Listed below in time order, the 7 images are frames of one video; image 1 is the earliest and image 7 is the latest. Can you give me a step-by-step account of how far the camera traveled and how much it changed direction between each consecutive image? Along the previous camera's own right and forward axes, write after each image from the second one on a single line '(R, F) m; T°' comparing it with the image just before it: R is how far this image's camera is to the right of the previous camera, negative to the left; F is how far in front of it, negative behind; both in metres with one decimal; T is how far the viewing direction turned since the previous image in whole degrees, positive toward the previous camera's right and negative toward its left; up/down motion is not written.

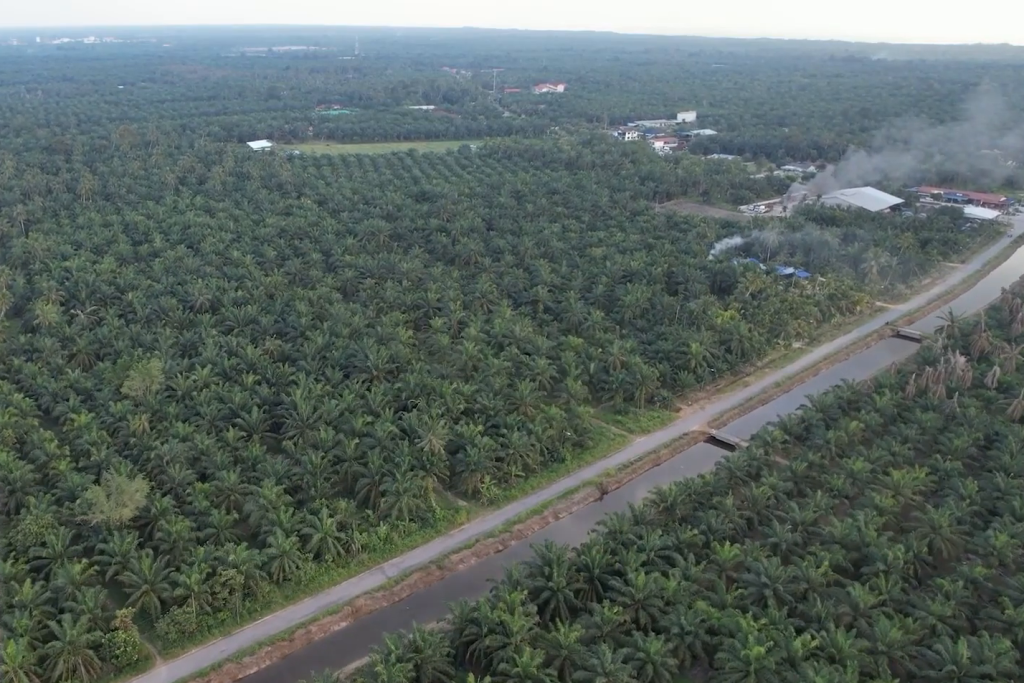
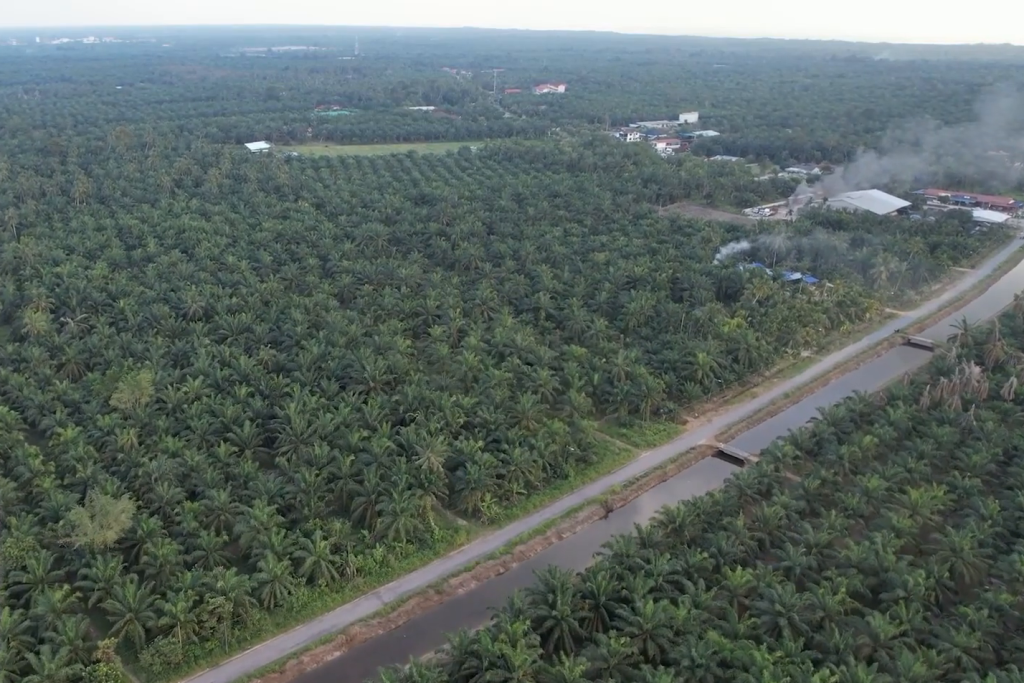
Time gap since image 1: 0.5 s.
(0.0, +7.5) m; 0°
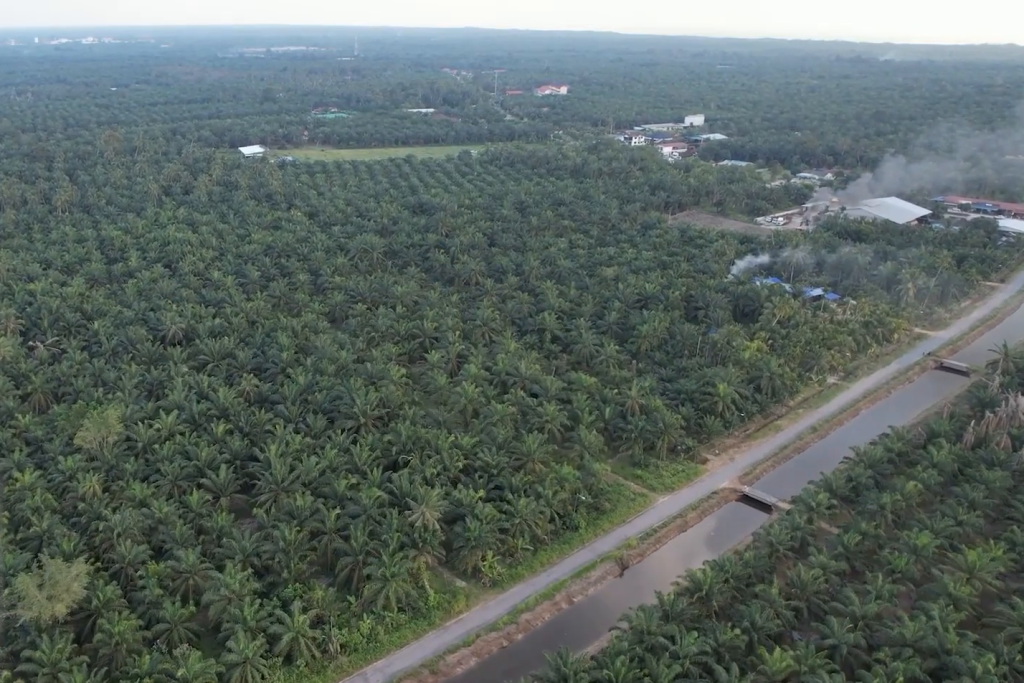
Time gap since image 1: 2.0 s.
(0.0, +20.2) m; 0°
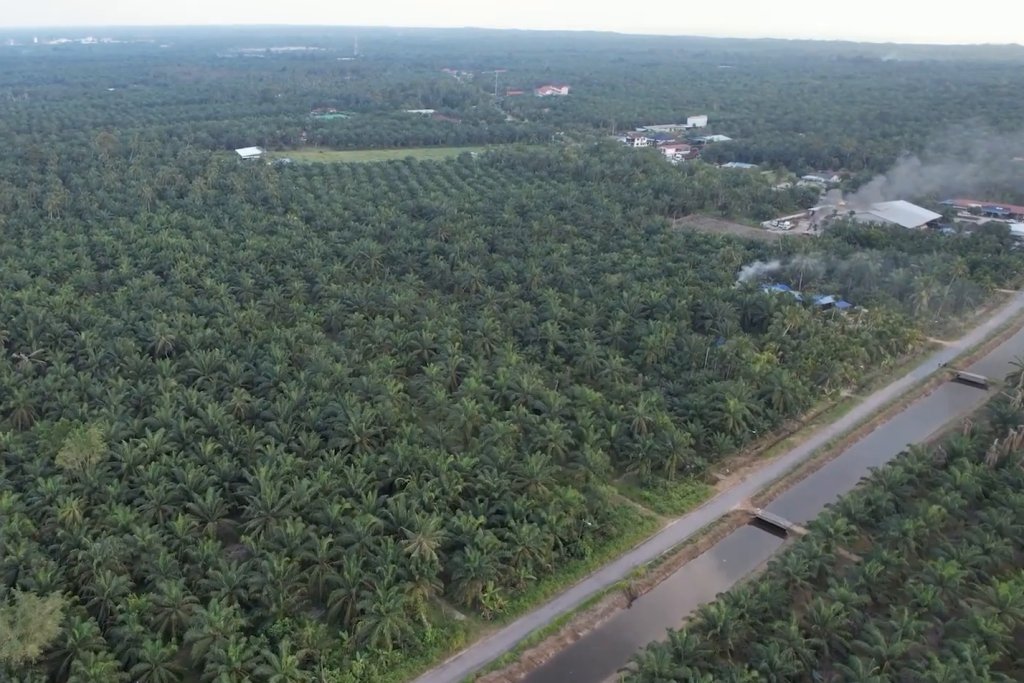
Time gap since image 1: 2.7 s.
(0.0, +9.3) m; 0°
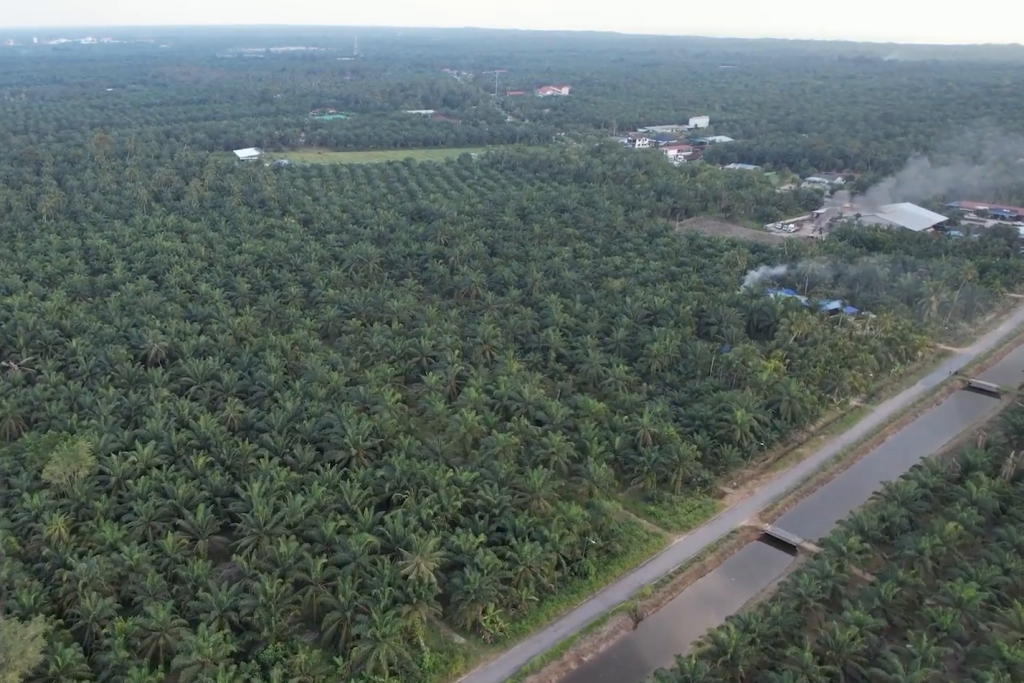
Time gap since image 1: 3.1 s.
(0.0, +5.8) m; 0°
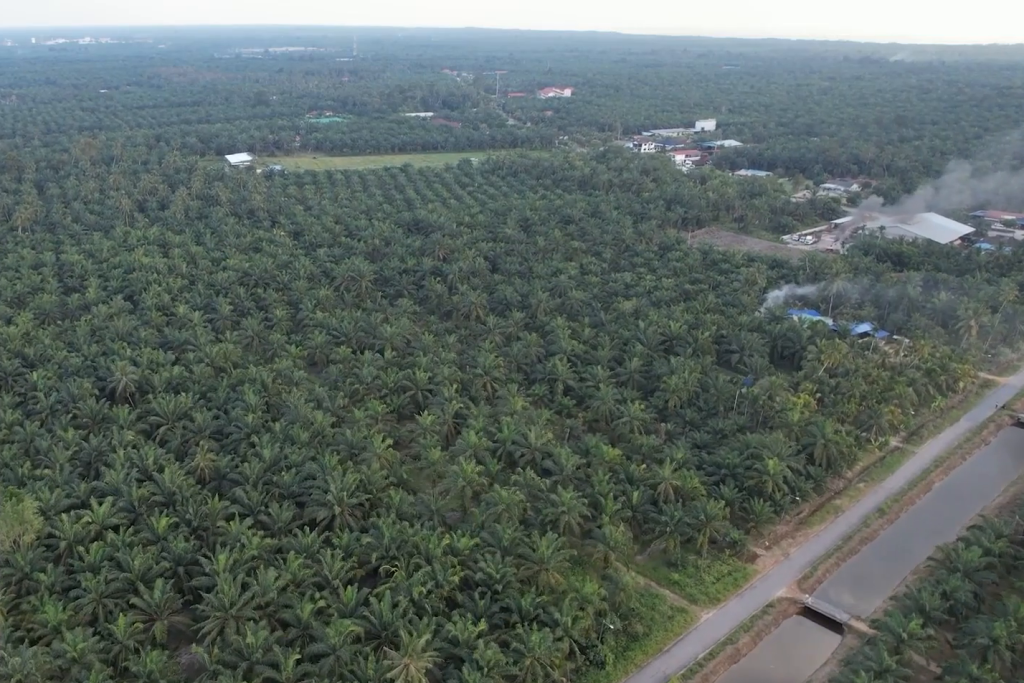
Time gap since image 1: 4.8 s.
(0.0, +23.2) m; 0°
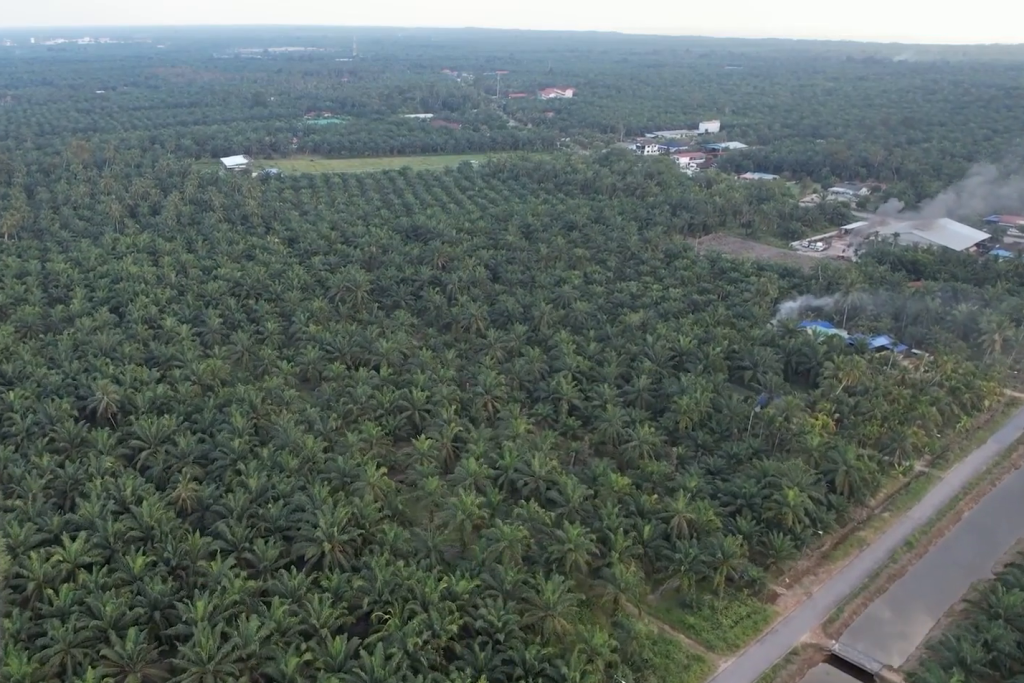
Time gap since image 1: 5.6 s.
(0.0, +12.2) m; 0°
